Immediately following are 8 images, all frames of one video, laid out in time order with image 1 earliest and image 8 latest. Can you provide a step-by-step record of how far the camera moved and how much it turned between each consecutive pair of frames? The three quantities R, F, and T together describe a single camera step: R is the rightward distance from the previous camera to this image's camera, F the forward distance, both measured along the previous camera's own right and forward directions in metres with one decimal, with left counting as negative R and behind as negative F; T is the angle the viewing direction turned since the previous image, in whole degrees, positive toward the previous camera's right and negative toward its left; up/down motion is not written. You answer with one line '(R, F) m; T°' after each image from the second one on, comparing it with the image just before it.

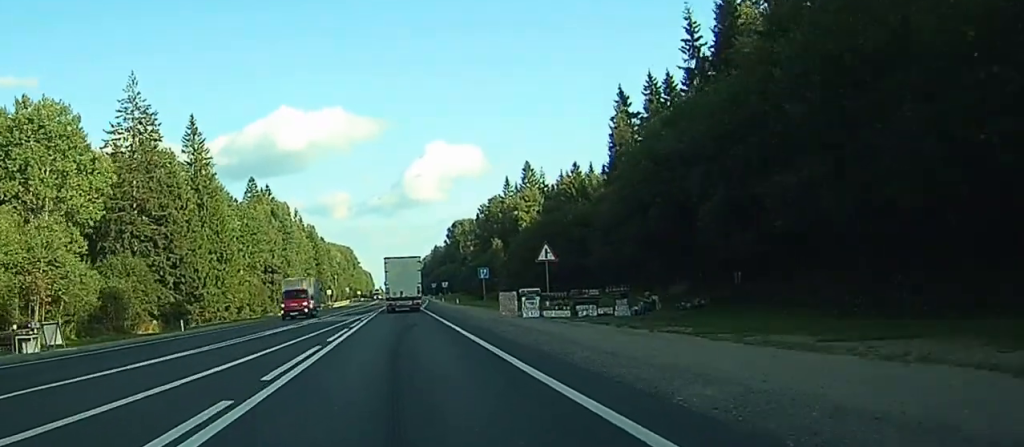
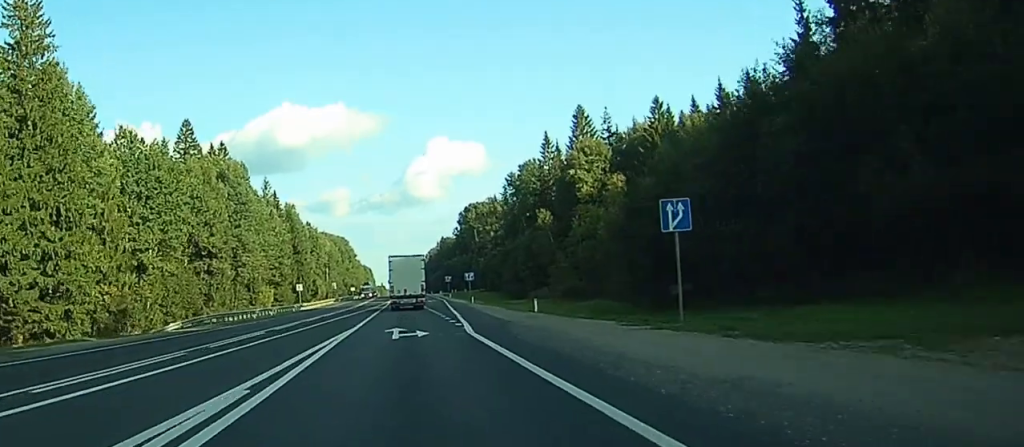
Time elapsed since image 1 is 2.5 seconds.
(-0.5, +58.0) m; -1°
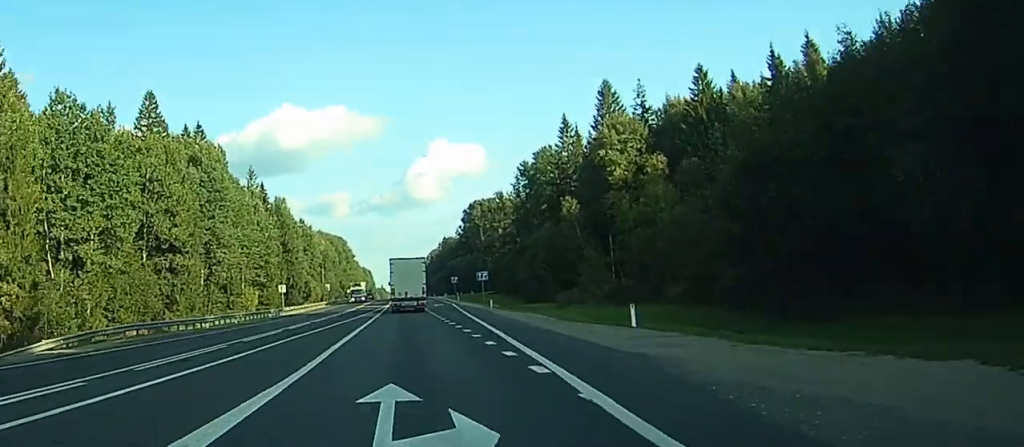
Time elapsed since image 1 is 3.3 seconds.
(0.0, +18.9) m; 0°
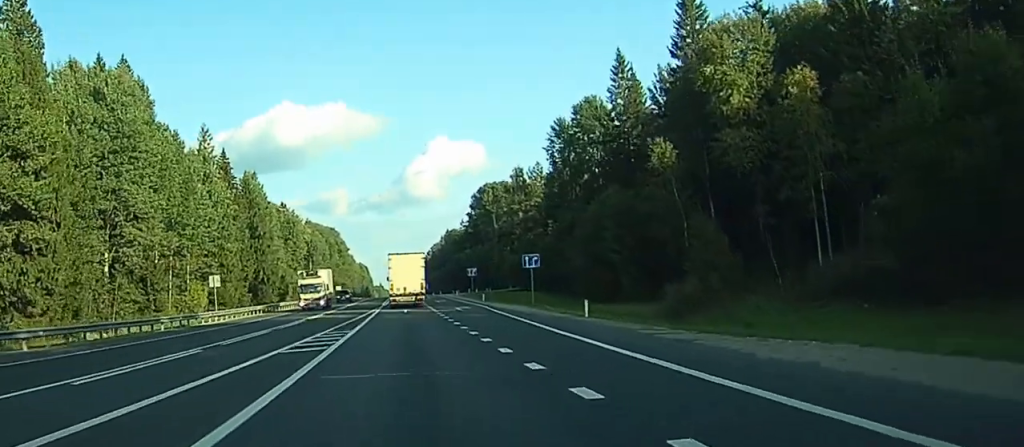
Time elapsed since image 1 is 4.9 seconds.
(+0.2, +38.8) m; 0°
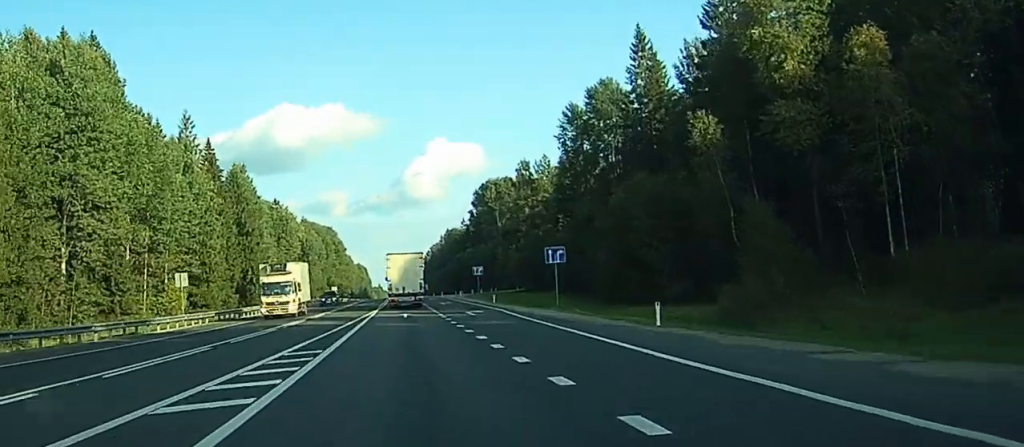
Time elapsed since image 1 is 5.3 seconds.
(0.0, +10.4) m; 0°
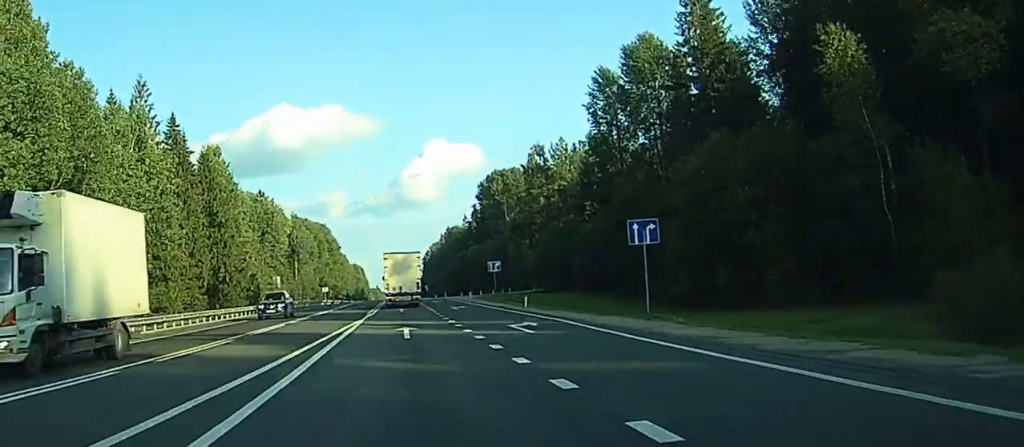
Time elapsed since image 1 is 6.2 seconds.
(-0.1, +20.4) m; 0°
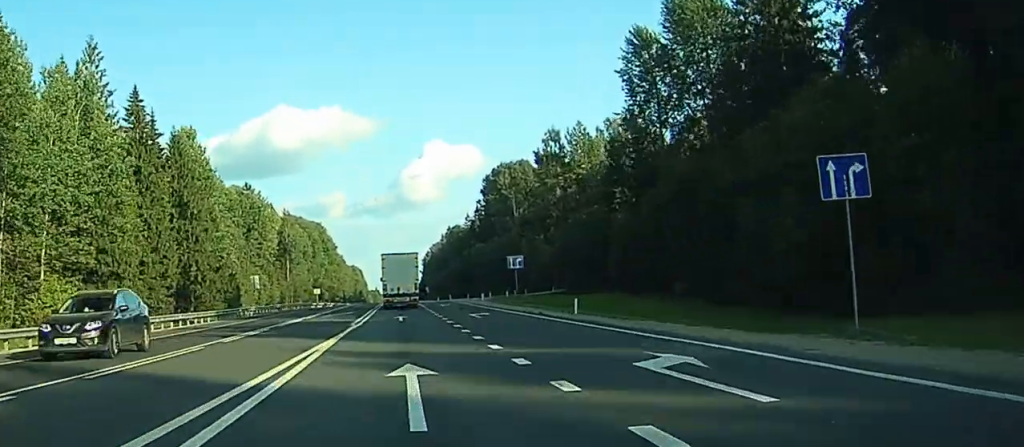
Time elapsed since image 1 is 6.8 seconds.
(0.0, +16.8) m; 0°
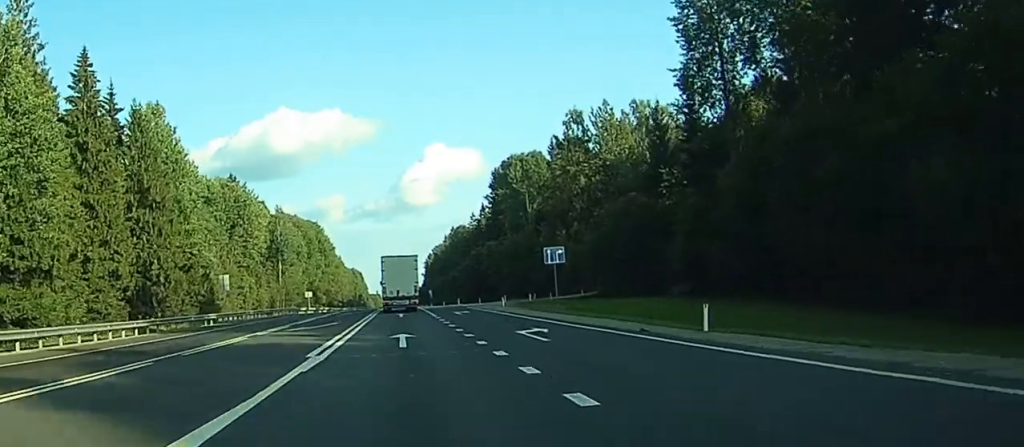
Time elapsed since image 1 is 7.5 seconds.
(-0.1, +18.2) m; 0°
